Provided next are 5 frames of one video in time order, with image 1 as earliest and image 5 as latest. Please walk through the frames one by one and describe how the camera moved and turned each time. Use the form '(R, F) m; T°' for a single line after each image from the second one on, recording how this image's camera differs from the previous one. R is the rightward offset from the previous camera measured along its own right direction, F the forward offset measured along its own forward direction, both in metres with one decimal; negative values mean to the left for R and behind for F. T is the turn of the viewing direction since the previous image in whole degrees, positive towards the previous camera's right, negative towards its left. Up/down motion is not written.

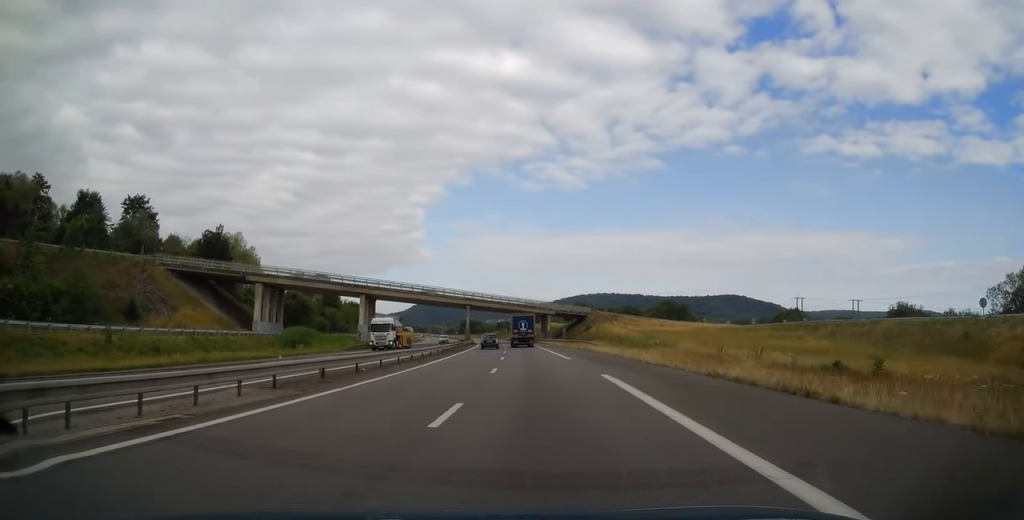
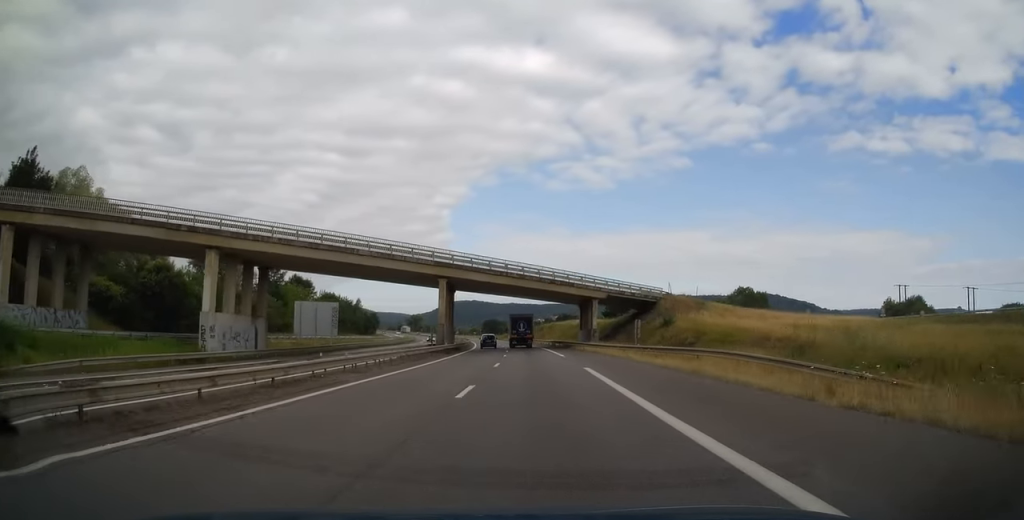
(-1.1, +47.9) m; -2°
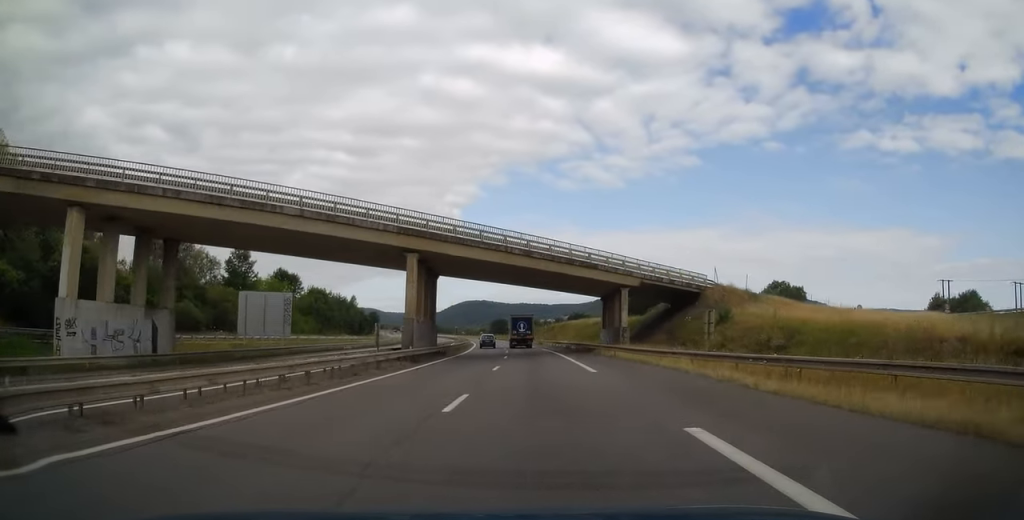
(-0.2, +15.6) m; -1°
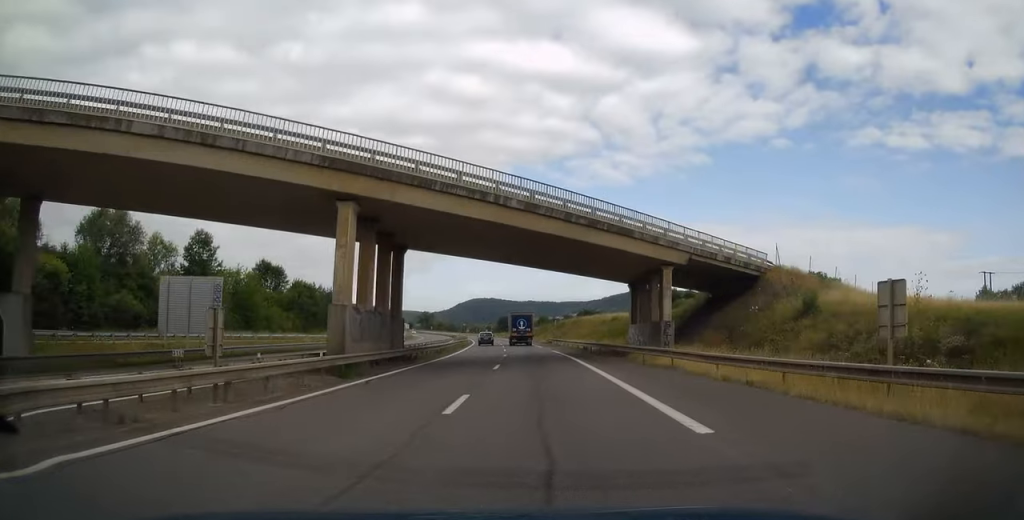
(-0.1, +13.5) m; -1°
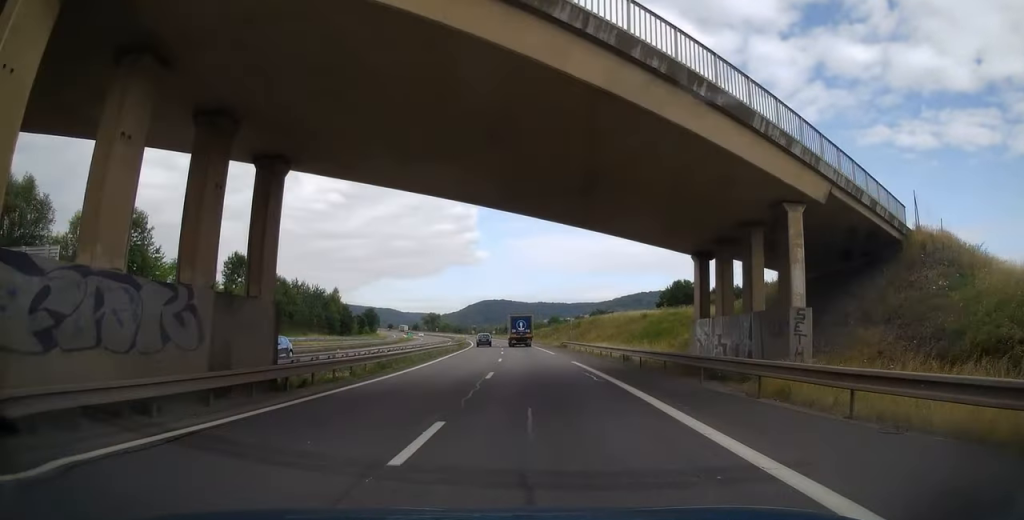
(0.0, +16.9) m; -1°
